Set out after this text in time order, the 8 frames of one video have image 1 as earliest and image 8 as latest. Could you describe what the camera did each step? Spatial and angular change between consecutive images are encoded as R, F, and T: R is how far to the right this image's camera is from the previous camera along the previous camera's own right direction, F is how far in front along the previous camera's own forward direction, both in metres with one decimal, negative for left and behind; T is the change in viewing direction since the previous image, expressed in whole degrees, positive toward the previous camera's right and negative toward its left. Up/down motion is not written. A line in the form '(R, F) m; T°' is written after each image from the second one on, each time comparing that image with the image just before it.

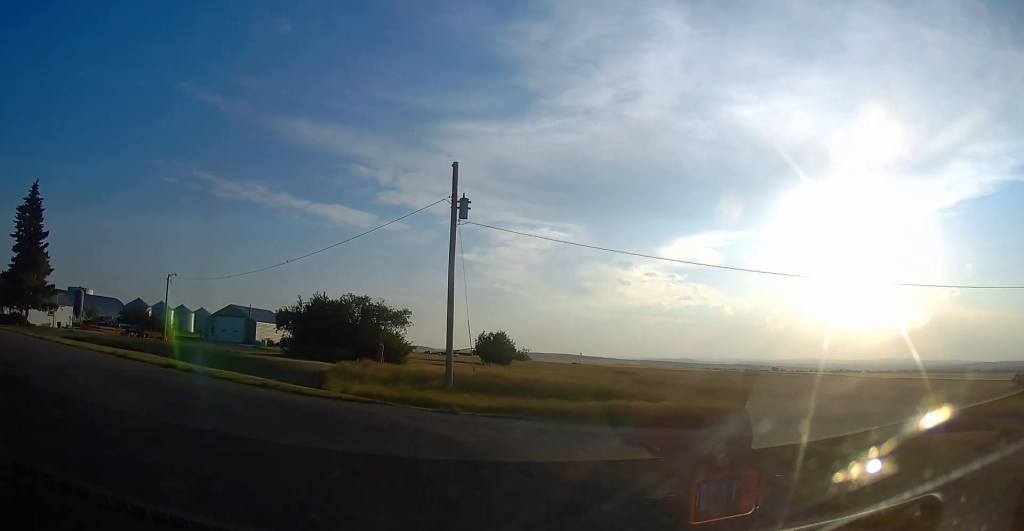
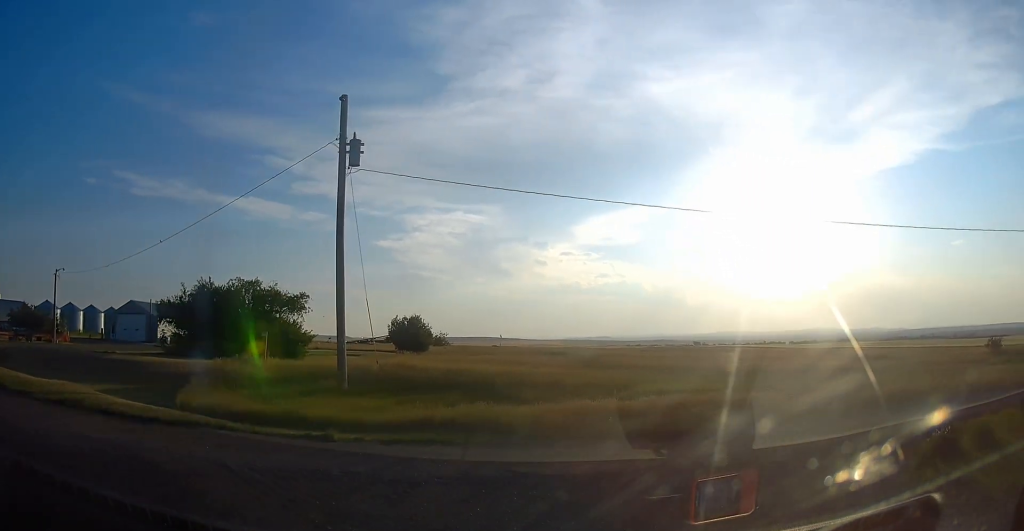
(-0.1, +7.3) m; +3°
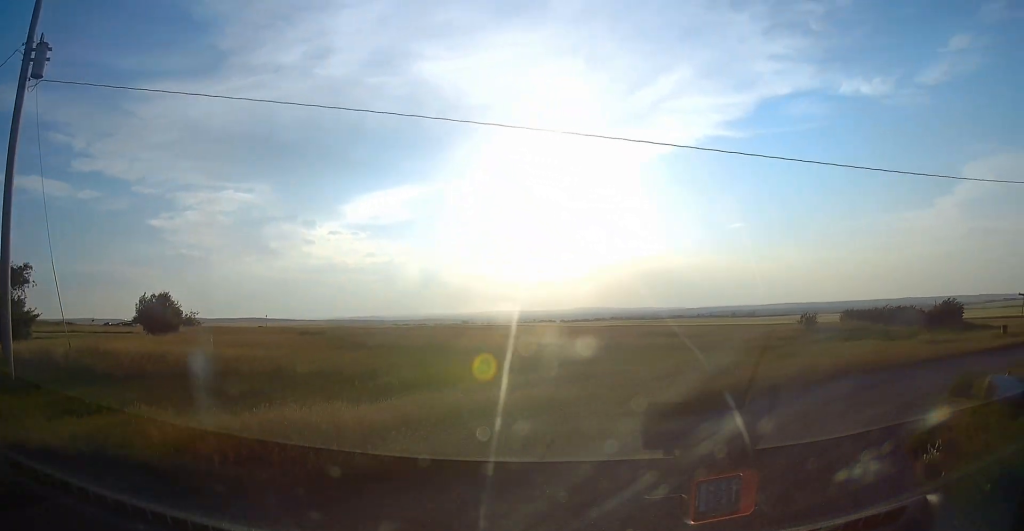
(+0.9, +5.8) m; +19°
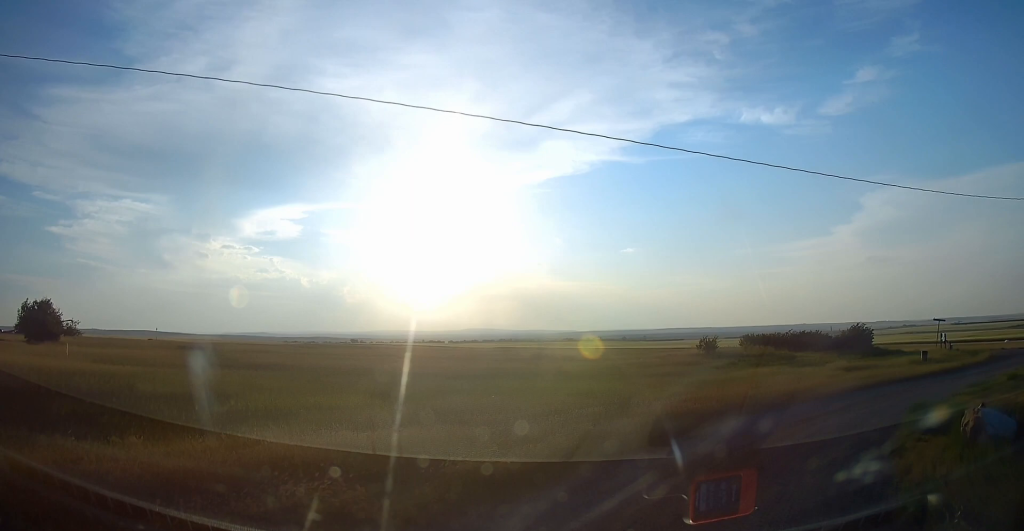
(+0.2, +2.3) m; +9°
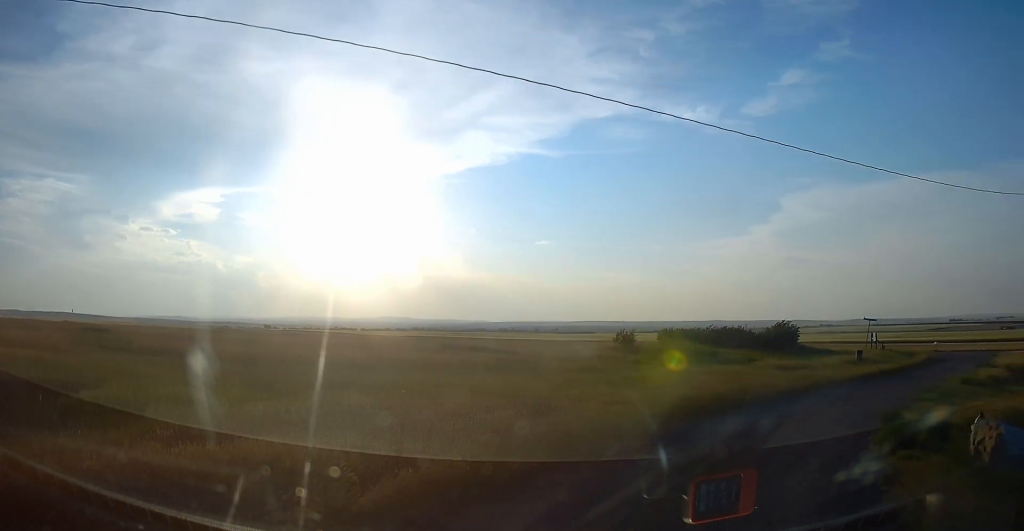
(-0.1, +2.0) m; +9°
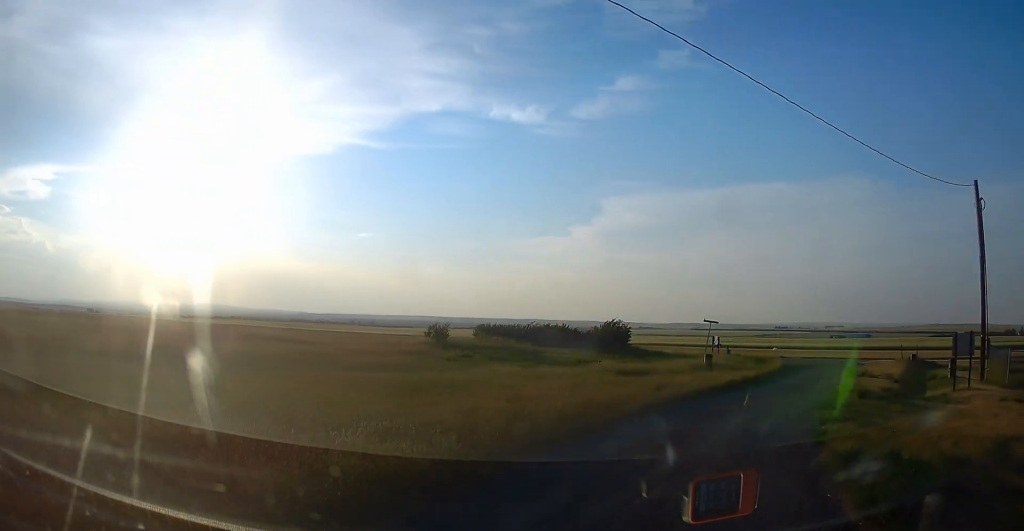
(+0.9, +4.3) m; +19°
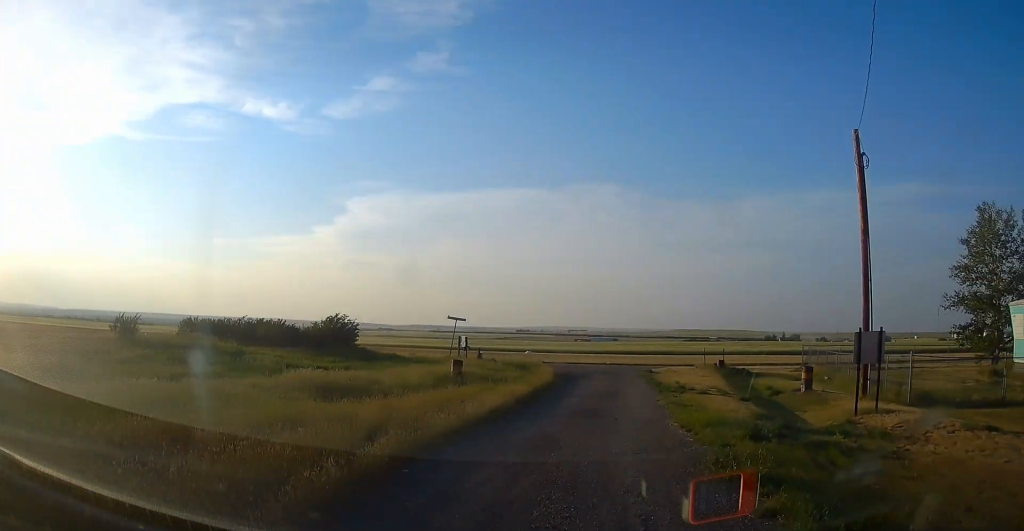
(+1.5, +8.5) m; +18°
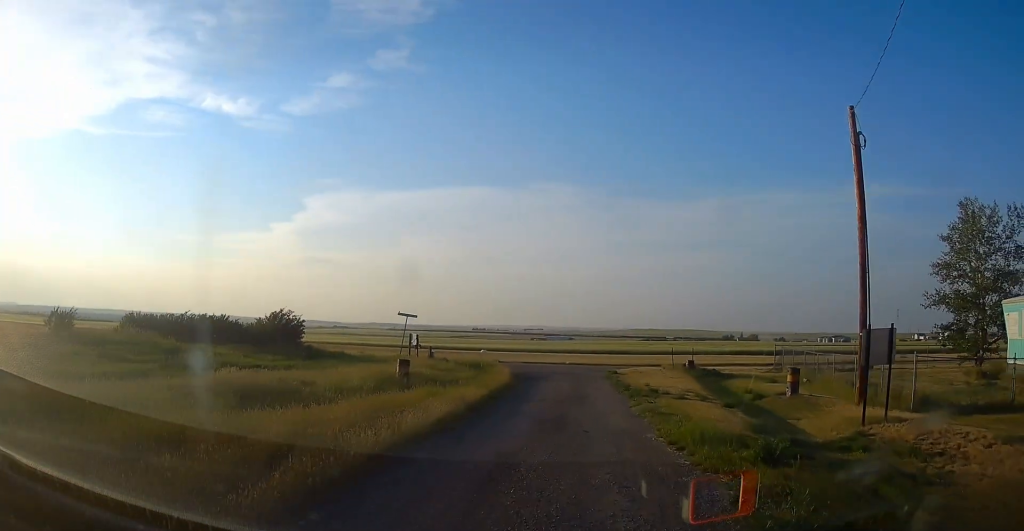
(-0.1, +2.2) m; +5°
